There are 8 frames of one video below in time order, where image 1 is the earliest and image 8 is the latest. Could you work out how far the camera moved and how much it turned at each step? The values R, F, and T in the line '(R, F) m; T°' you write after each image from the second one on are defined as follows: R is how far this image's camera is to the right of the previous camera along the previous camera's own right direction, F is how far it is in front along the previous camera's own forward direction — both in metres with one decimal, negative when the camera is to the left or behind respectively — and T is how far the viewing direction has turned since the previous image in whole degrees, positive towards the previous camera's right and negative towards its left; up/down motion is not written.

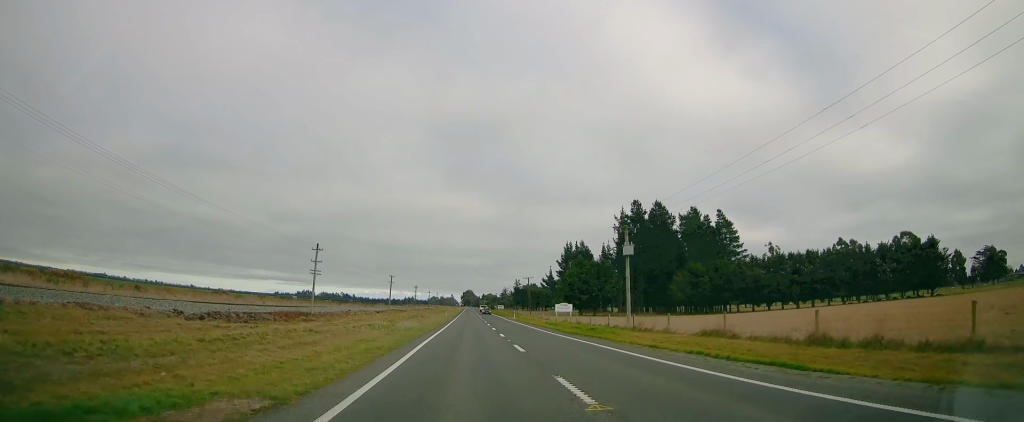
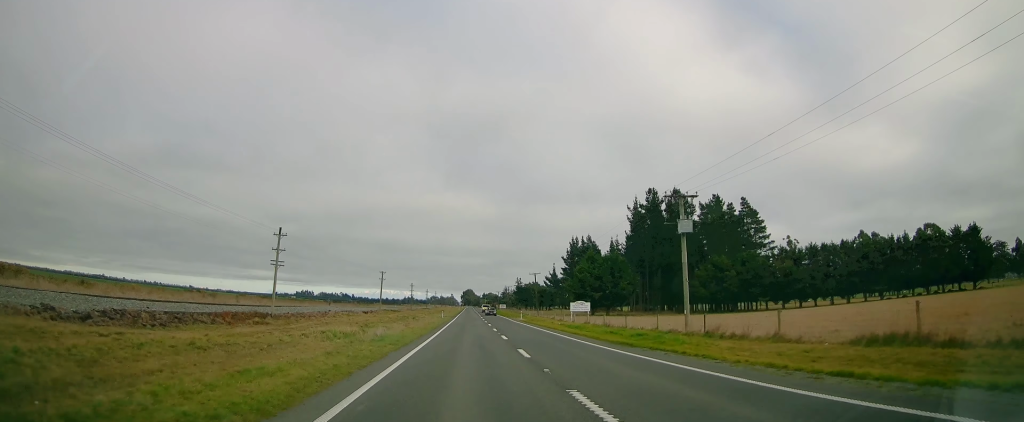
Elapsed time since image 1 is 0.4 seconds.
(0.0, +11.9) m; 0°
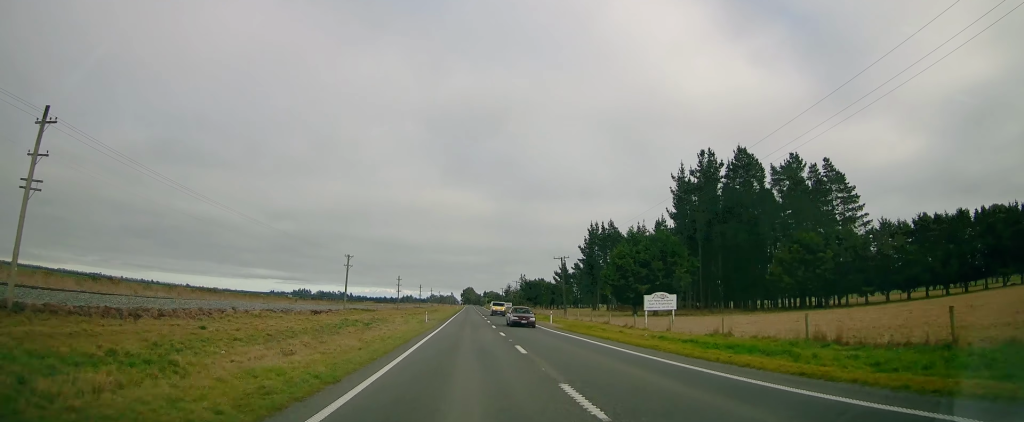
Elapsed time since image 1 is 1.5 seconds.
(+0.3, +29.2) m; +1°
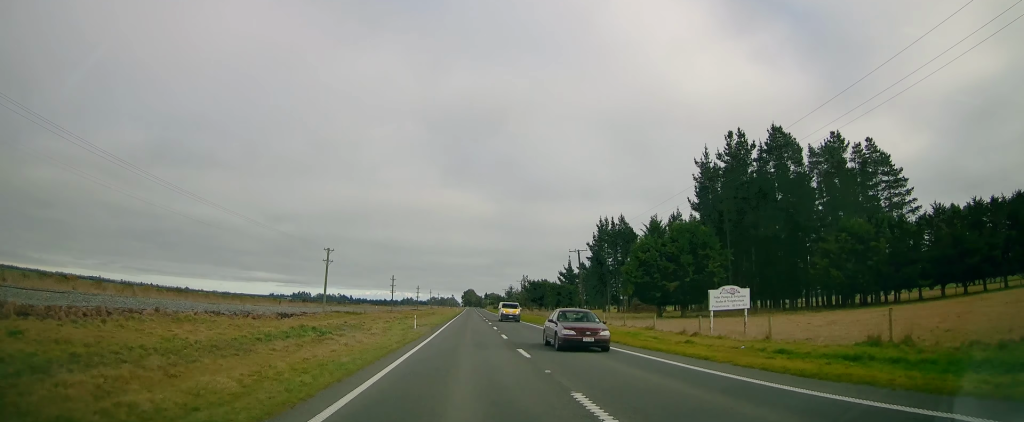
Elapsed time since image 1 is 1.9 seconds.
(+0.2, +10.9) m; 0°
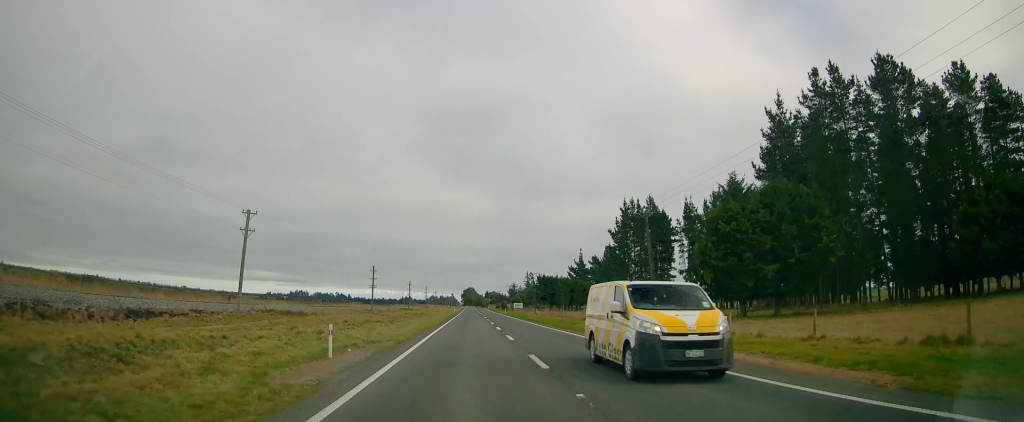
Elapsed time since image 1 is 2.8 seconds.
(-0.2, +23.8) m; -1°
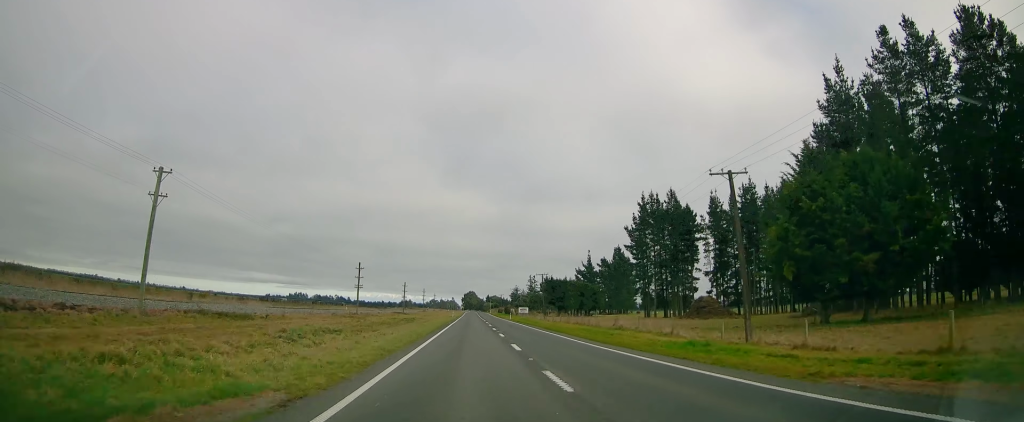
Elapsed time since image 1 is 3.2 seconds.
(-0.1, +12.8) m; 0°
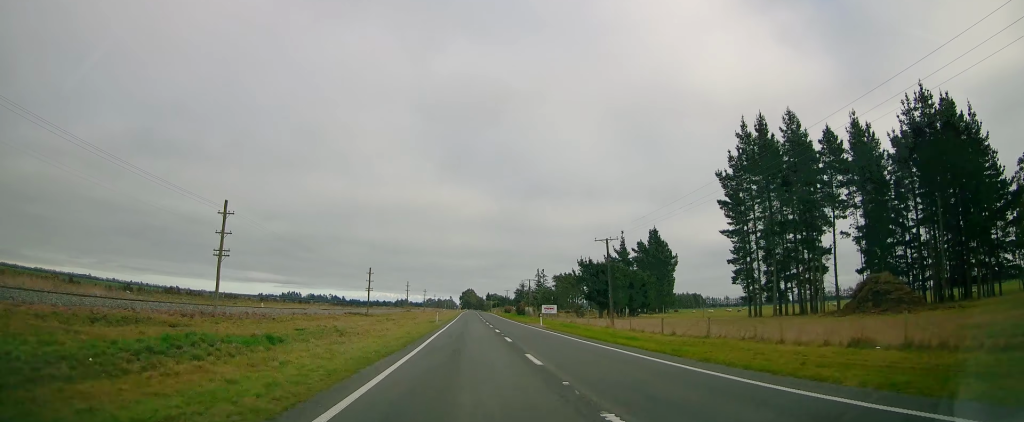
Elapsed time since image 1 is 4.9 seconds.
(+0.2, +45.6) m; +1°
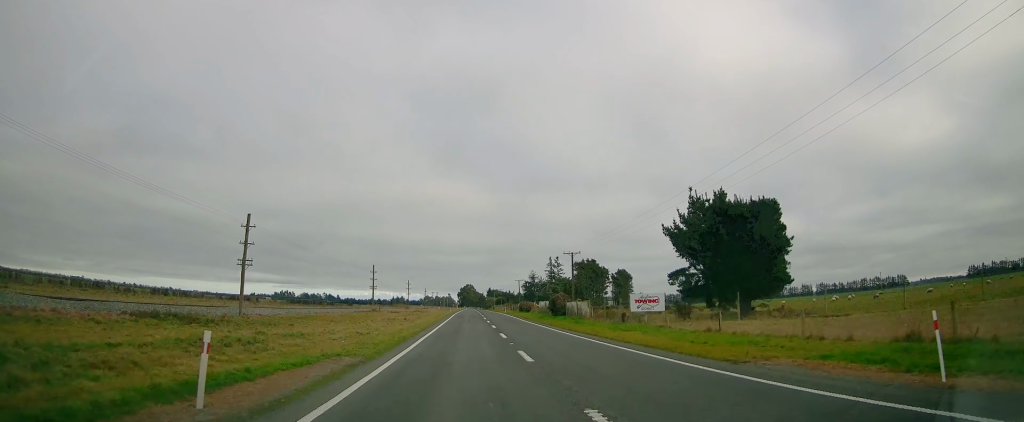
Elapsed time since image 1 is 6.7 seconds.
(+0.2, +50.0) m; 0°
